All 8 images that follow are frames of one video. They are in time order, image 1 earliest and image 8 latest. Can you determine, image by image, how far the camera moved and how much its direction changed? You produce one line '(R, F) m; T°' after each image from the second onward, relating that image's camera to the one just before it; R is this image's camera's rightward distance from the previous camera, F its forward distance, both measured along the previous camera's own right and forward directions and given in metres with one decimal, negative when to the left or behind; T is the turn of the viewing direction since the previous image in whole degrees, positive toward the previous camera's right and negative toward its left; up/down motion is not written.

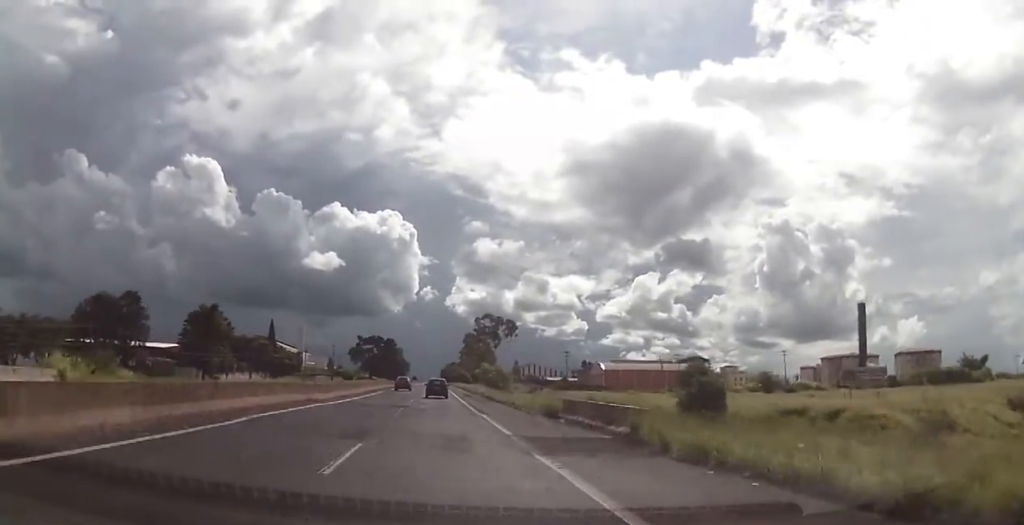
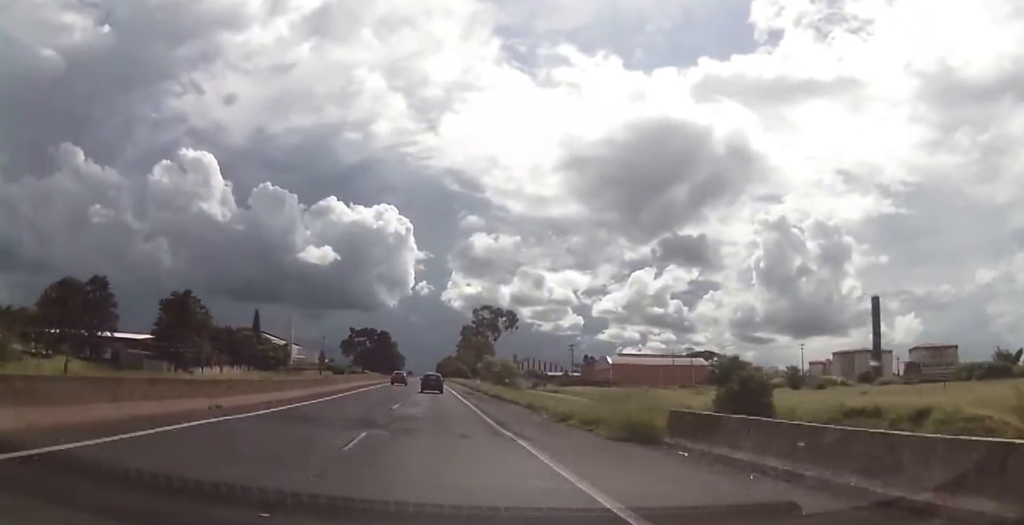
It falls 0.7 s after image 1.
(-0.1, +13.8) m; 0°
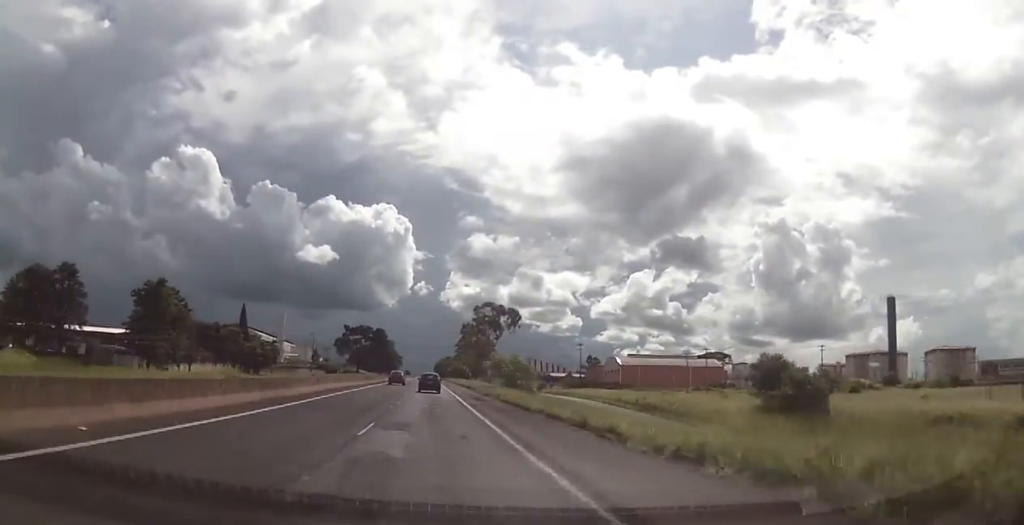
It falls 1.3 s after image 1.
(+0.1, +12.4) m; +1°
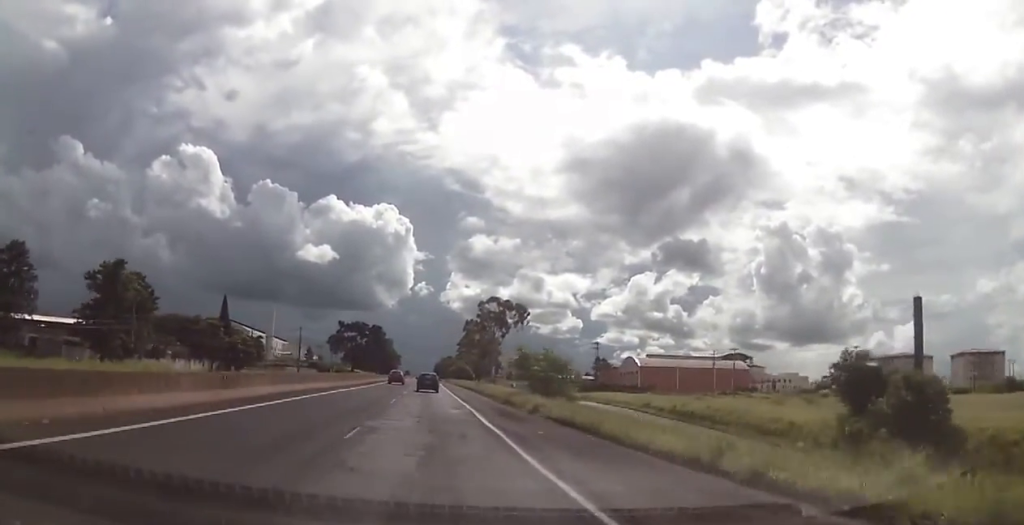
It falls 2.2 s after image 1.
(+0.1, +17.6) m; 0°
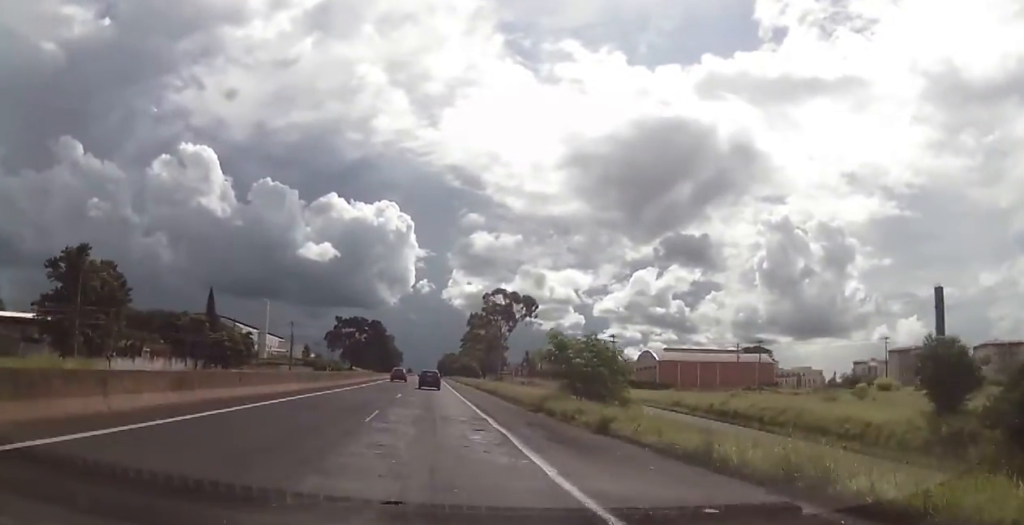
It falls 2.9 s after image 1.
(0.0, +12.3) m; 0°
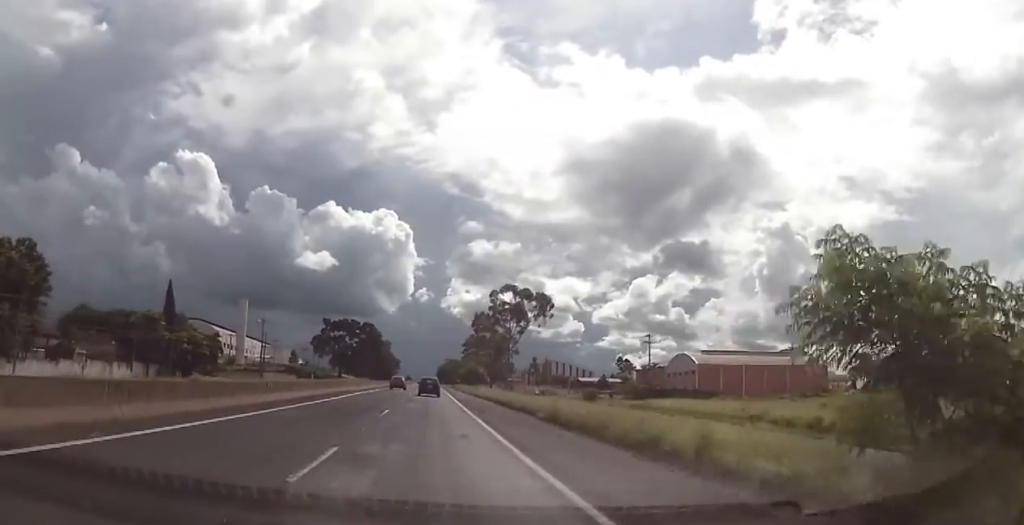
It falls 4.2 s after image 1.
(-0.1, +25.1) m; 0°
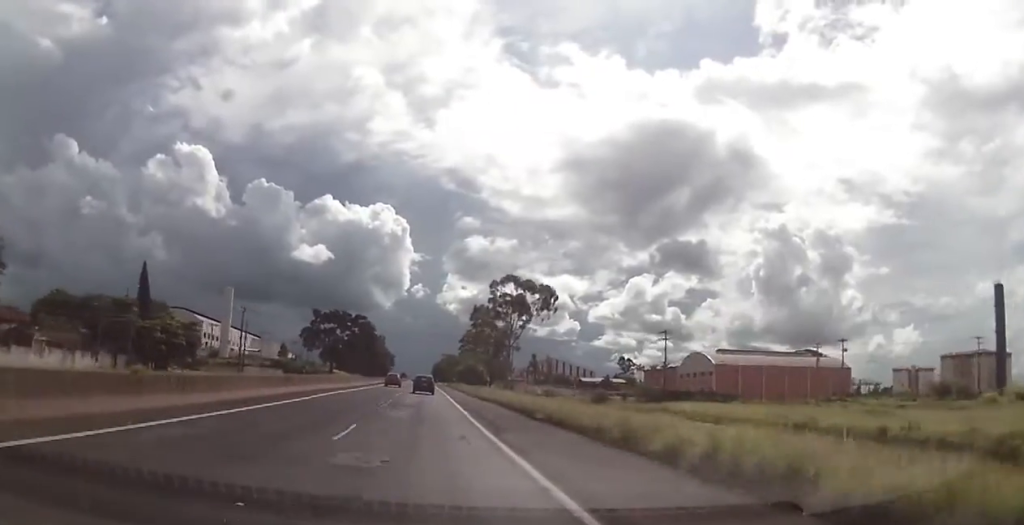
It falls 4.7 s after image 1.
(0.0, +10.9) m; 0°
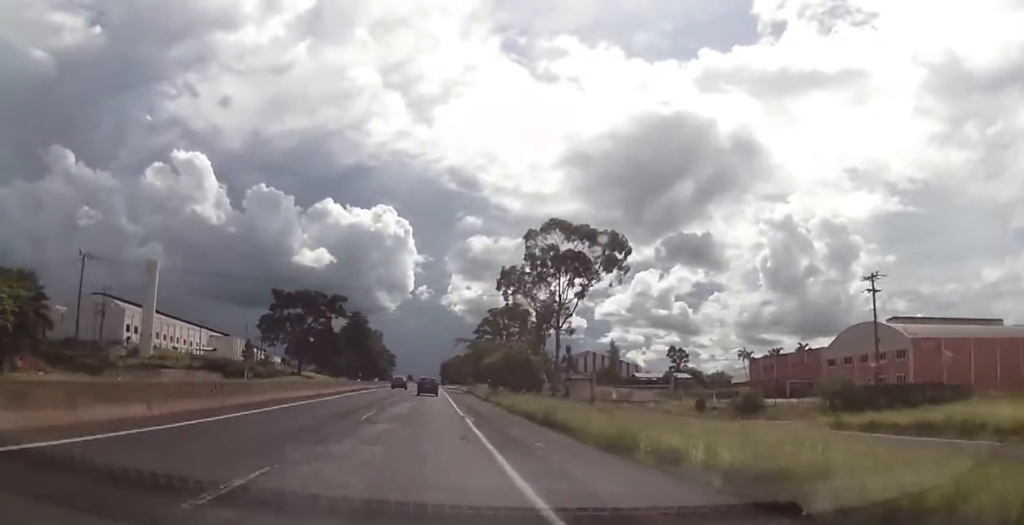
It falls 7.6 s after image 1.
(+0.4, +55.7) m; +1°
